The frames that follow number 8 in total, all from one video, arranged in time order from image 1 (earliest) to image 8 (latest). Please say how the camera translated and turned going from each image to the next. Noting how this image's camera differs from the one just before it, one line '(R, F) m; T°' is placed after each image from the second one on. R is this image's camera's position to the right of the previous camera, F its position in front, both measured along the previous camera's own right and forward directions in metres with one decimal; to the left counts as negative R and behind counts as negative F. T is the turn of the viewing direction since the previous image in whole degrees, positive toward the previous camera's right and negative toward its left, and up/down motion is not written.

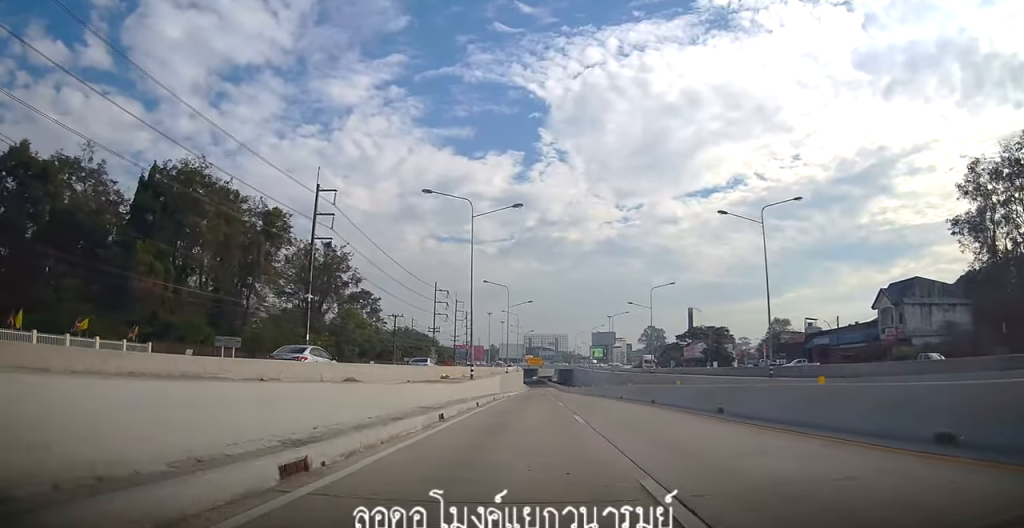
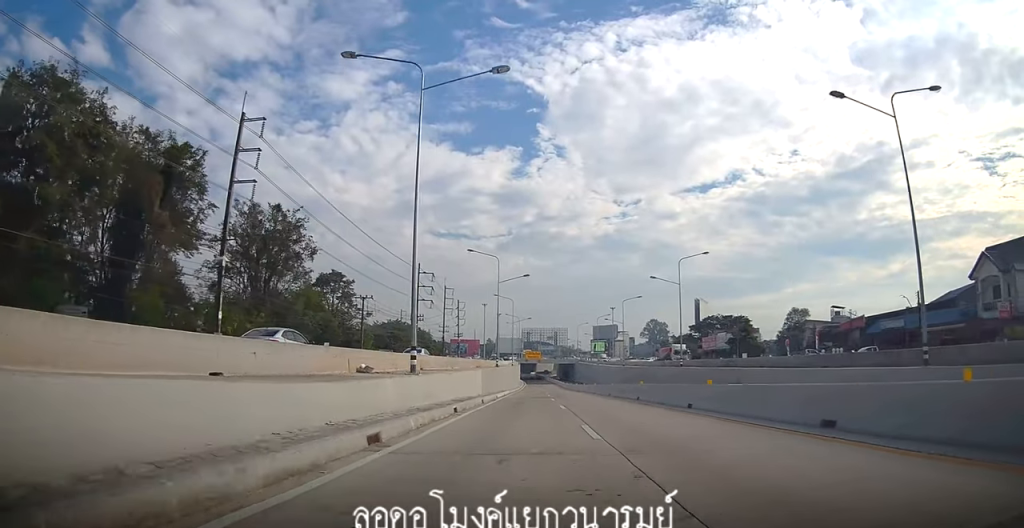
(-0.4, +16.5) m; 0°
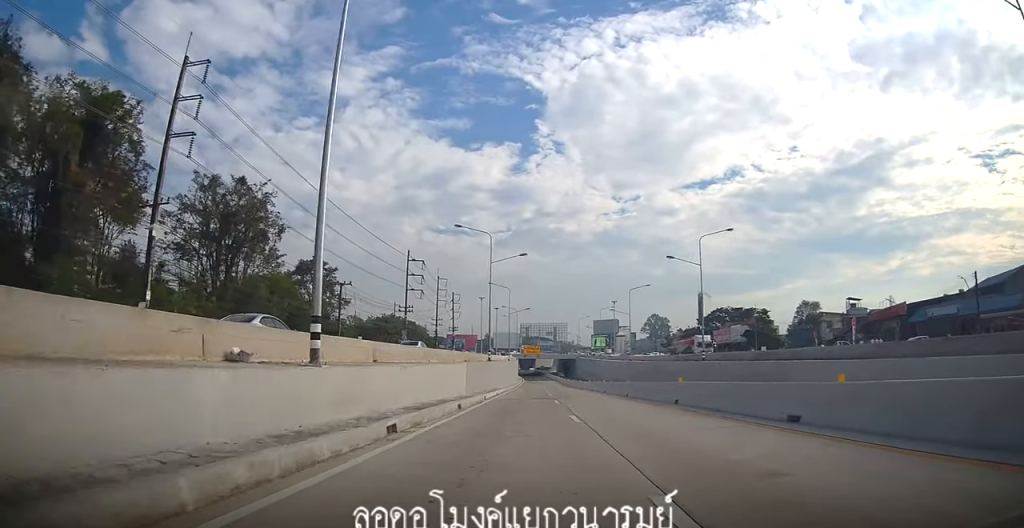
(+0.2, +8.6) m; +1°
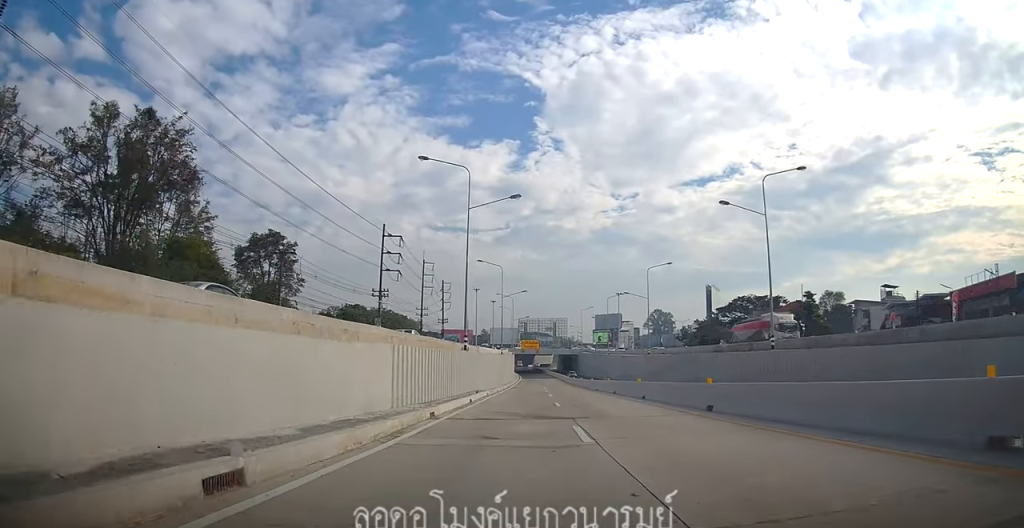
(+0.1, +16.1) m; -1°
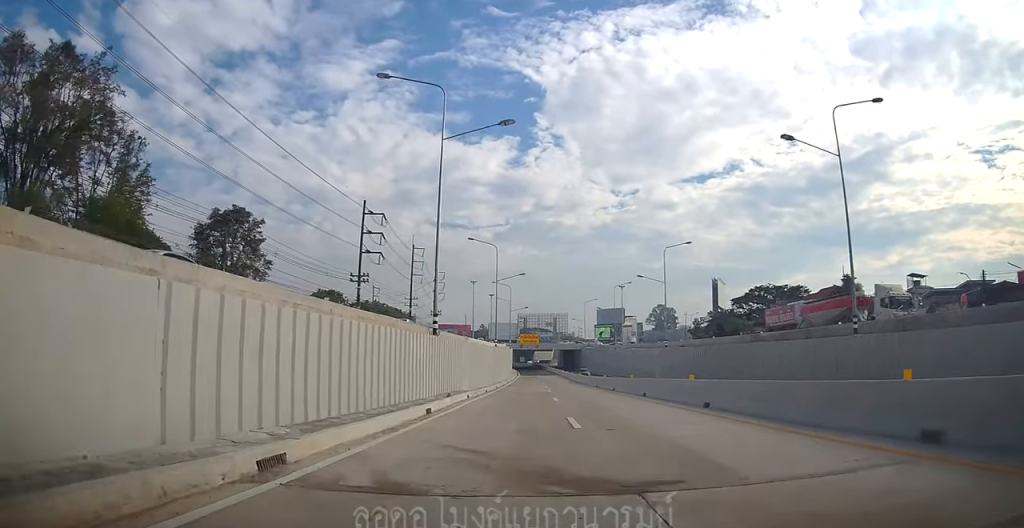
(-0.3, +10.2) m; 0°
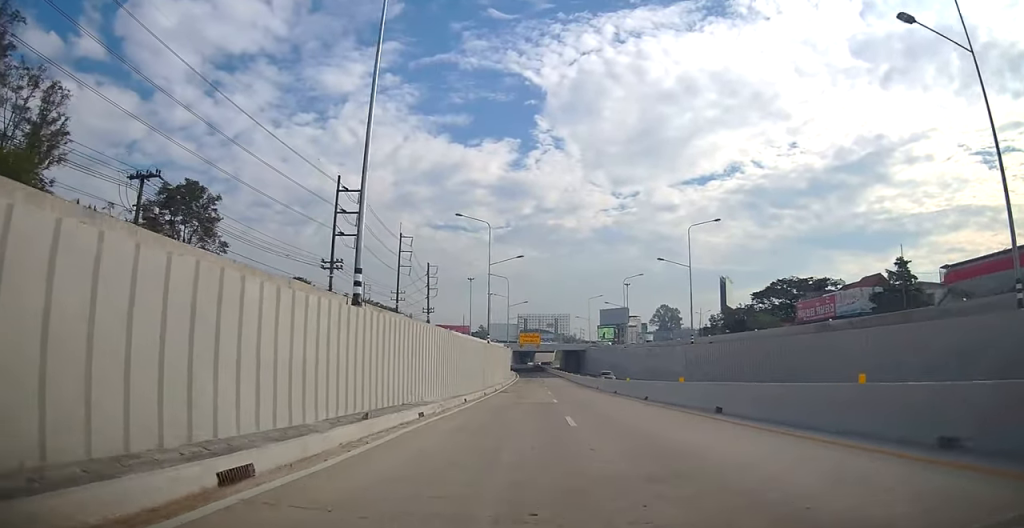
(+0.1, +10.9) m; +1°
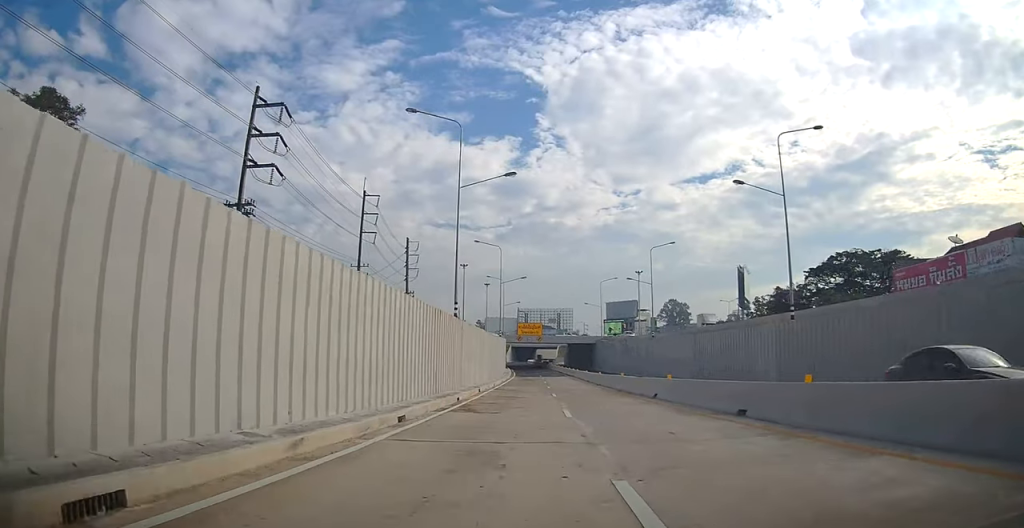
(+0.6, +22.3) m; 0°
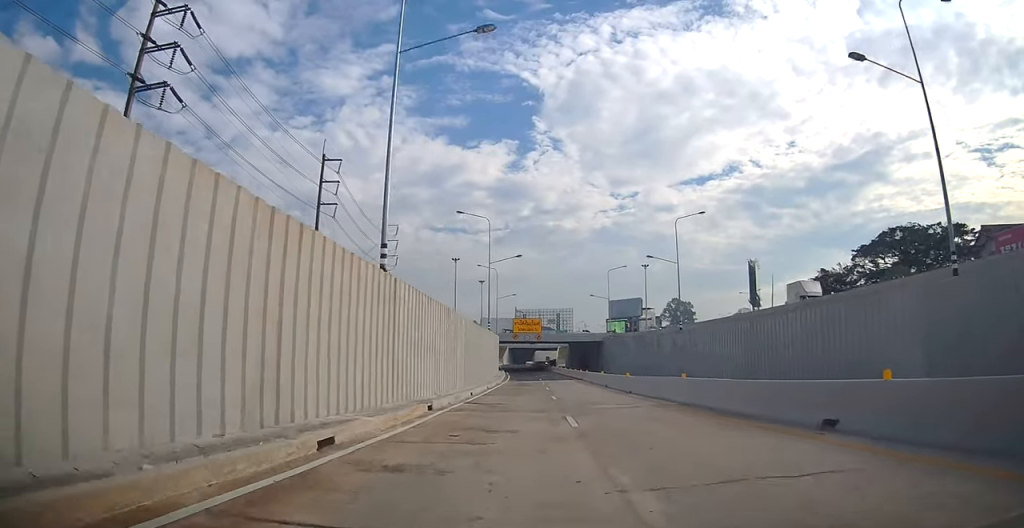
(-0.6, +14.5) m; -2°
